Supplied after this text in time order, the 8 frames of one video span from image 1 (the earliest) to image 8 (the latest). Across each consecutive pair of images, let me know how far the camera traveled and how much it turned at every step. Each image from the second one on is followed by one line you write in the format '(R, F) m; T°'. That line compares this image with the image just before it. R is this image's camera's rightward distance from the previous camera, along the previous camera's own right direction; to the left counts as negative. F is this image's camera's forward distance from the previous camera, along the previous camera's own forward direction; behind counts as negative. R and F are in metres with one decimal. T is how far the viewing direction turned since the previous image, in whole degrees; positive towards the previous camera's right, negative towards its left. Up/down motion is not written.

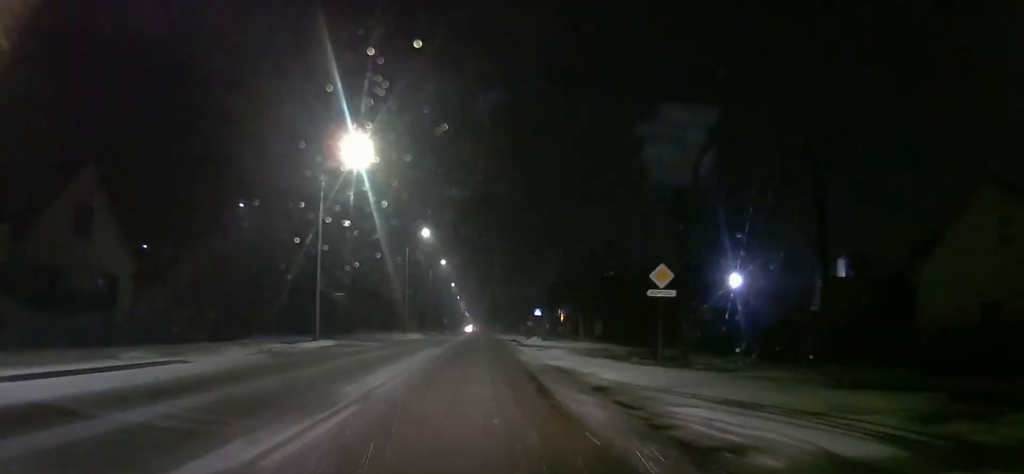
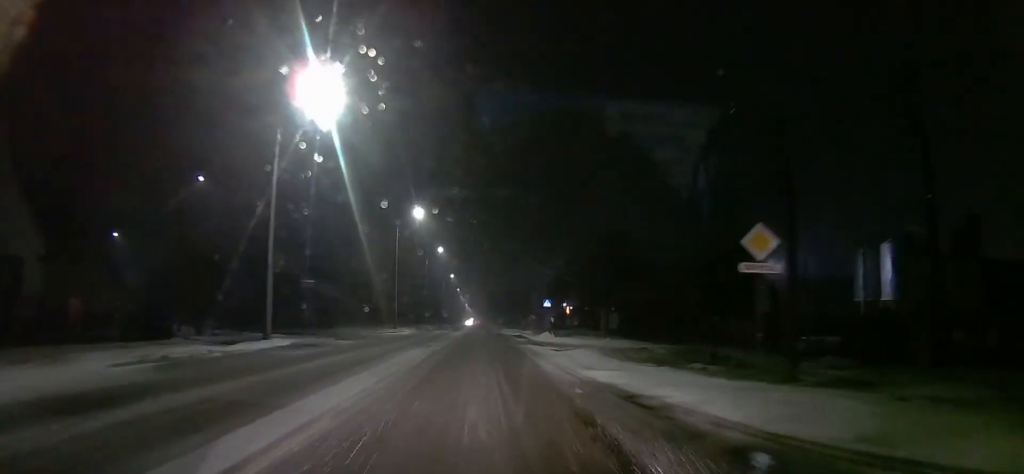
(0.0, +7.6) m; 0°
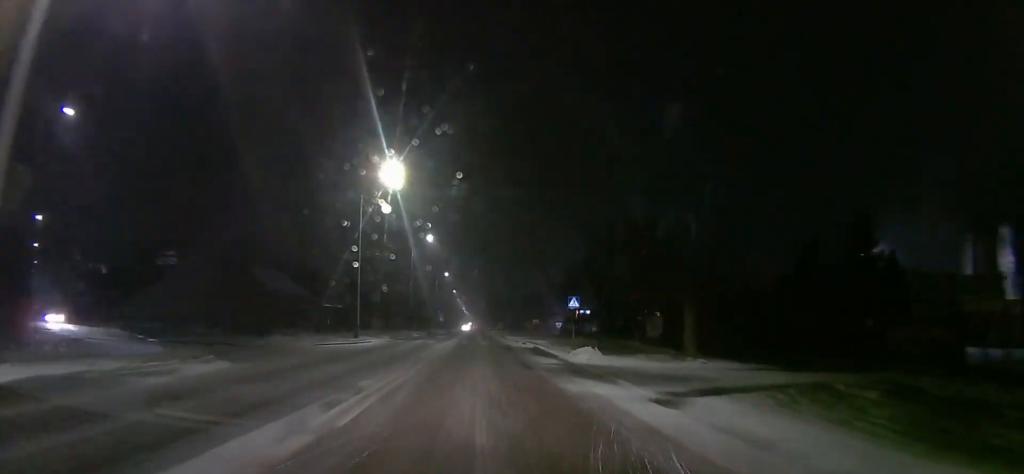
(0.0, +15.2) m; 0°
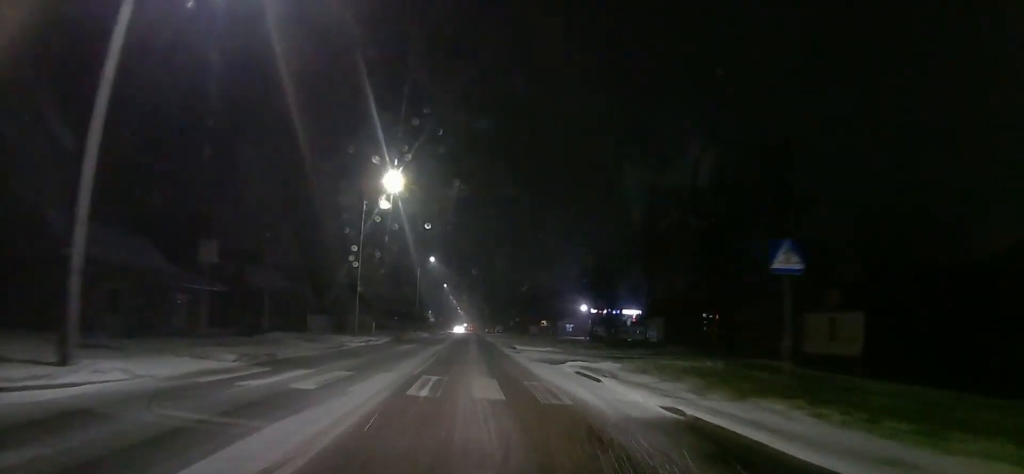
(0.0, +26.3) m; 0°
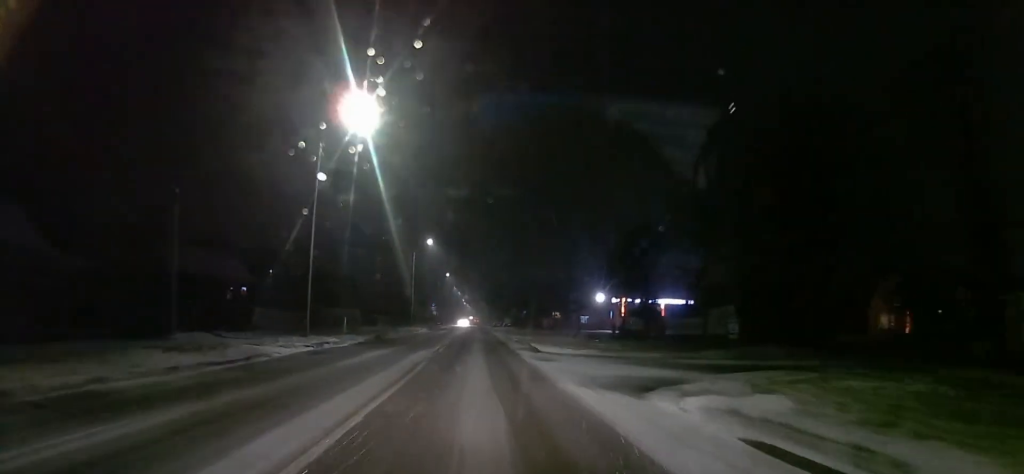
(0.0, +12.7) m; 0°
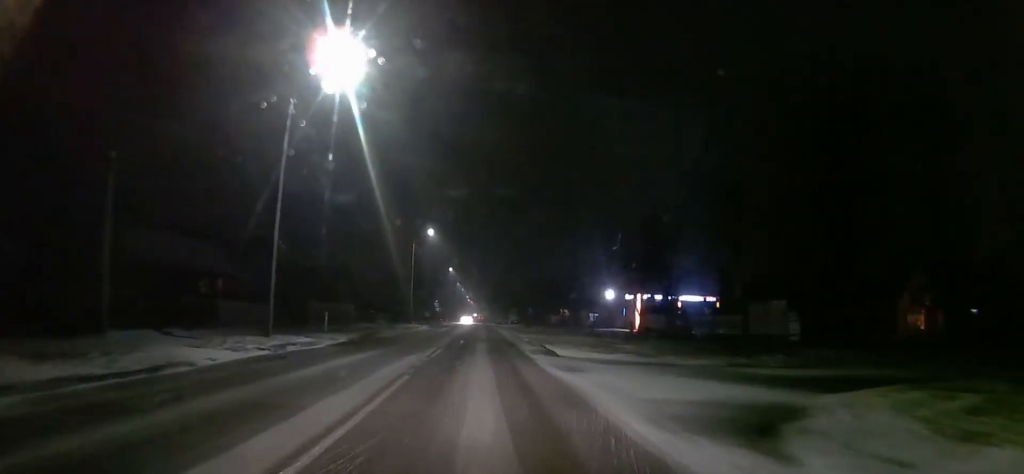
(0.0, +5.6) m; 0°
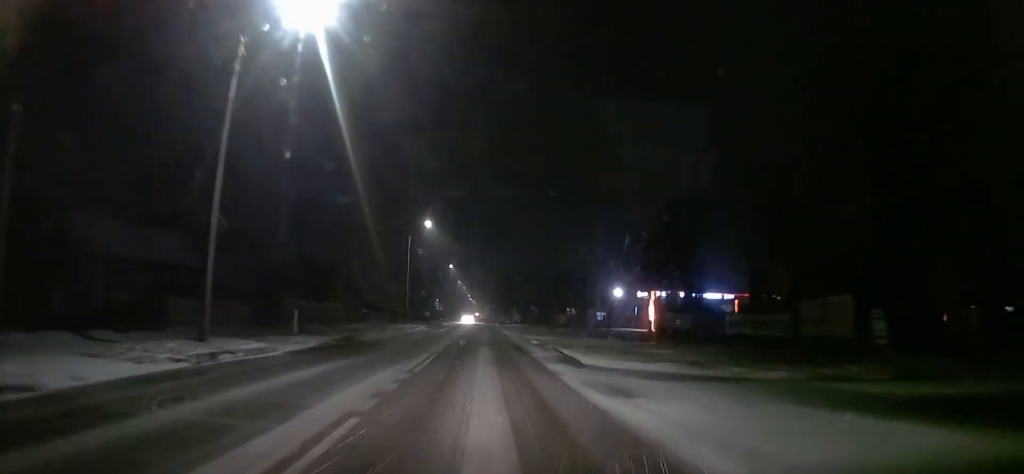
(0.0, +5.7) m; 0°
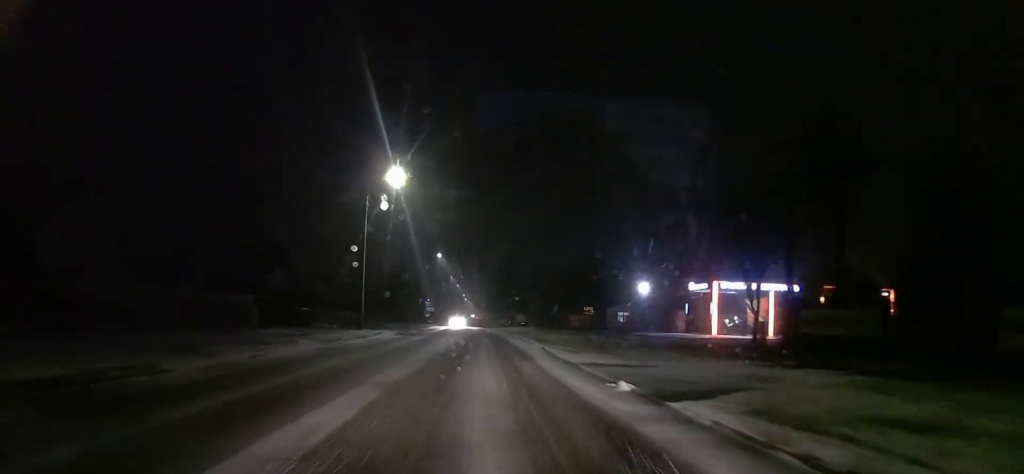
(0.0, +21.7) m; 0°
